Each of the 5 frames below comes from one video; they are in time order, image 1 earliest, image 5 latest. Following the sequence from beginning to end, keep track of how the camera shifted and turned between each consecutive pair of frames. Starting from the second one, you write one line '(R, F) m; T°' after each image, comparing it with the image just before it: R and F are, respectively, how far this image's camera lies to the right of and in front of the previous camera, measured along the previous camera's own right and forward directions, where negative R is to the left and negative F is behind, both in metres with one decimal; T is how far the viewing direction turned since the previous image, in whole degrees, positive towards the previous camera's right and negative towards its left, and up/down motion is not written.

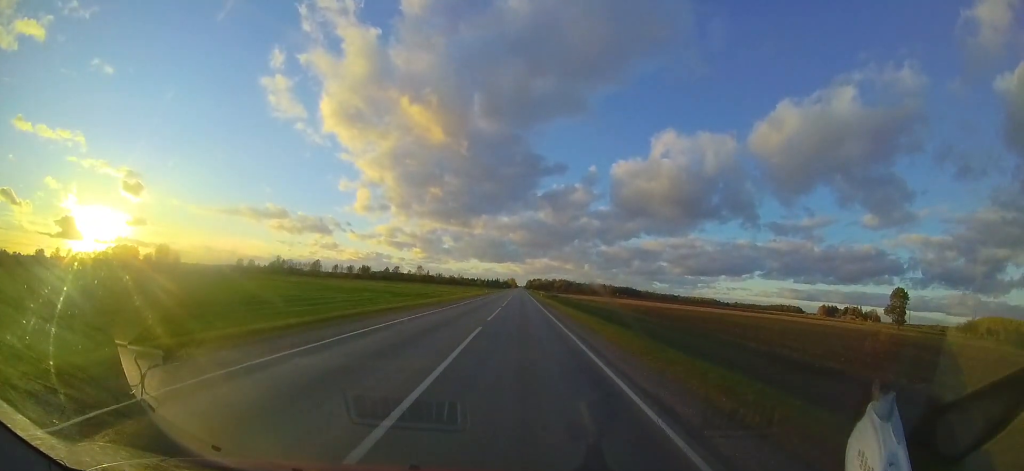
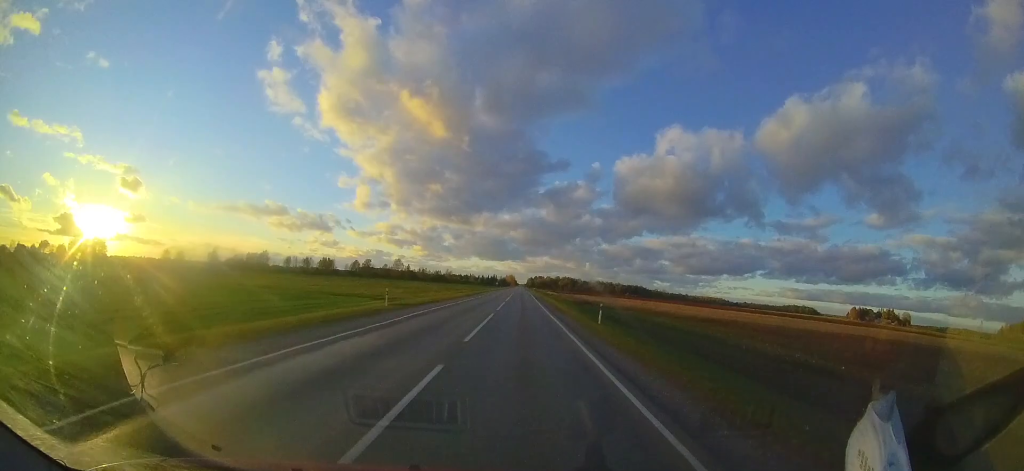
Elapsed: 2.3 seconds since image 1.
(0.0, +53.9) m; +1°
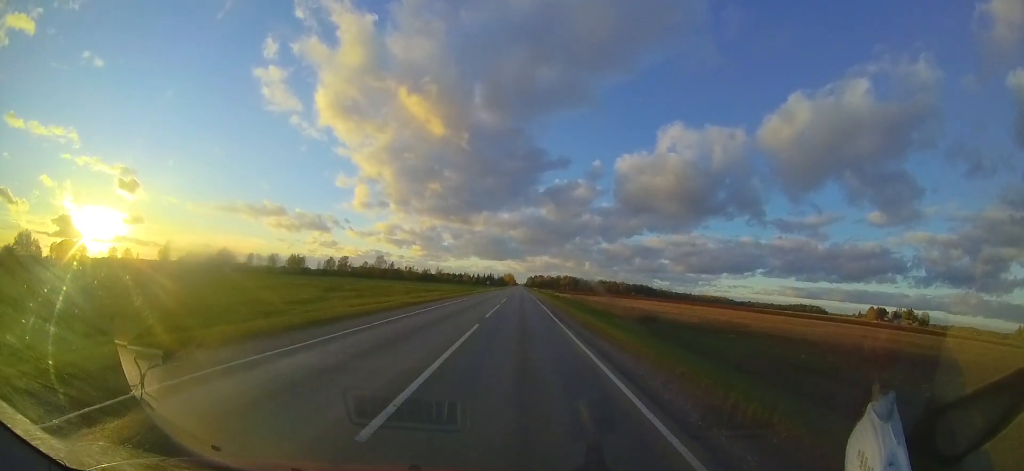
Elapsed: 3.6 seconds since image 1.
(0.0, +30.1) m; -1°
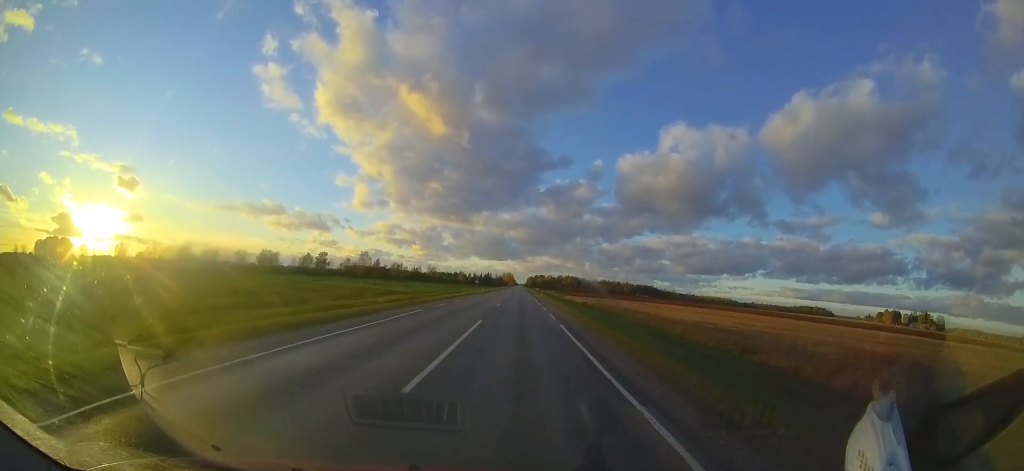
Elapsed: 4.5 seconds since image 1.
(-0.2, +22.0) m; 0°
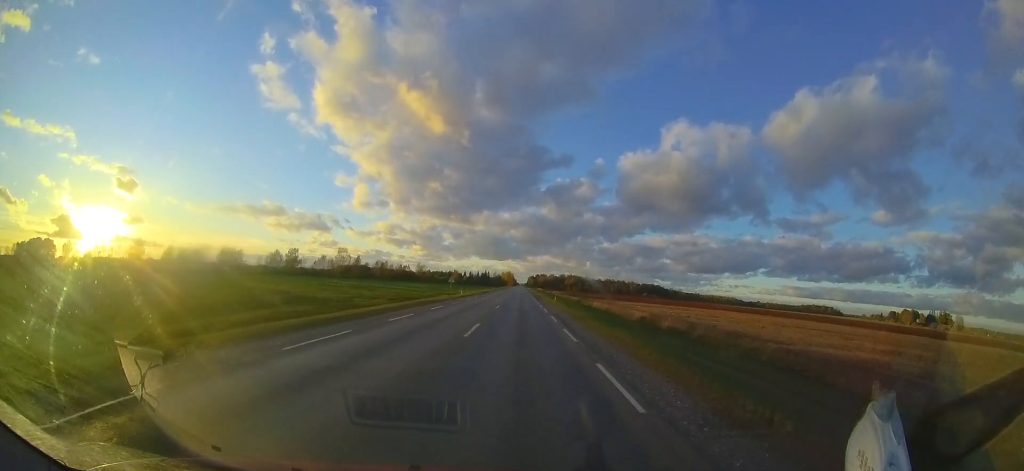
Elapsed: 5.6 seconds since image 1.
(+0.2, +25.0) m; 0°
